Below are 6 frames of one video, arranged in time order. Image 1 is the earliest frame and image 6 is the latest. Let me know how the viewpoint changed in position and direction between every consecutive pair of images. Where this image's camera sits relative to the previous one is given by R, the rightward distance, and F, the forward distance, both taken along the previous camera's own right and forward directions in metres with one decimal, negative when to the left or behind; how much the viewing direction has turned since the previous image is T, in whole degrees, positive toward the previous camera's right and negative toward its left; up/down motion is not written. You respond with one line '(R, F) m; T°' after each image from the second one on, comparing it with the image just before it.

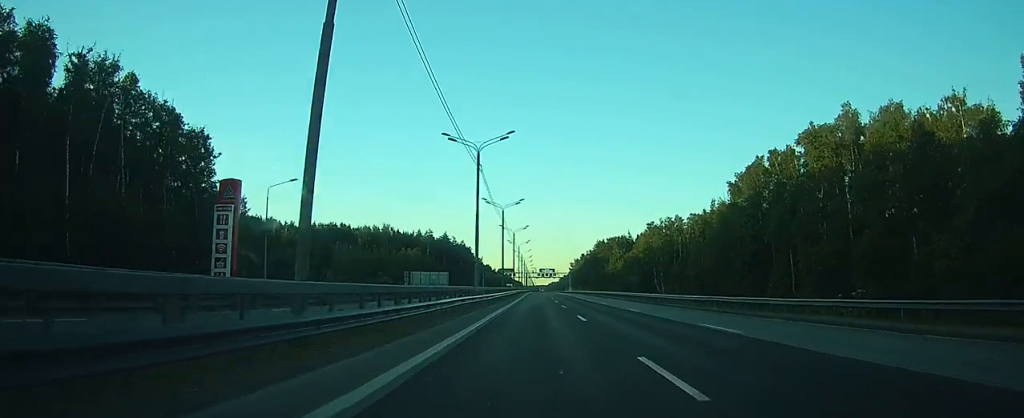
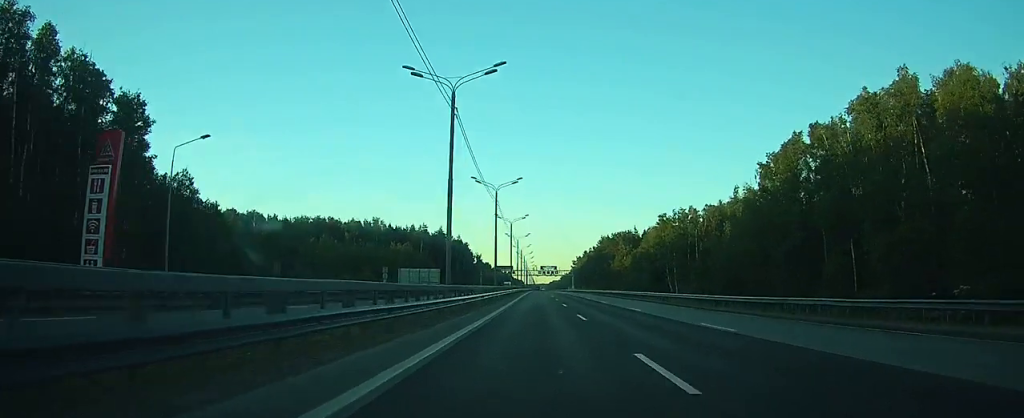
(0.0, +15.7) m; 0°
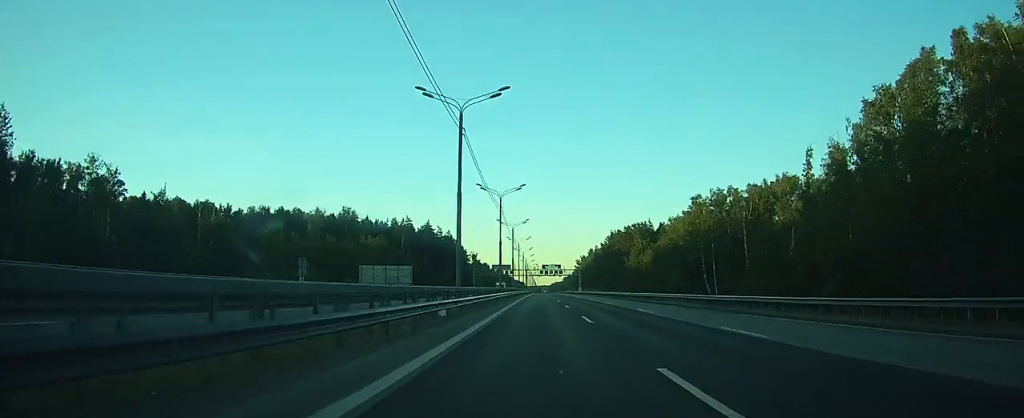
(-0.1, +33.6) m; 0°
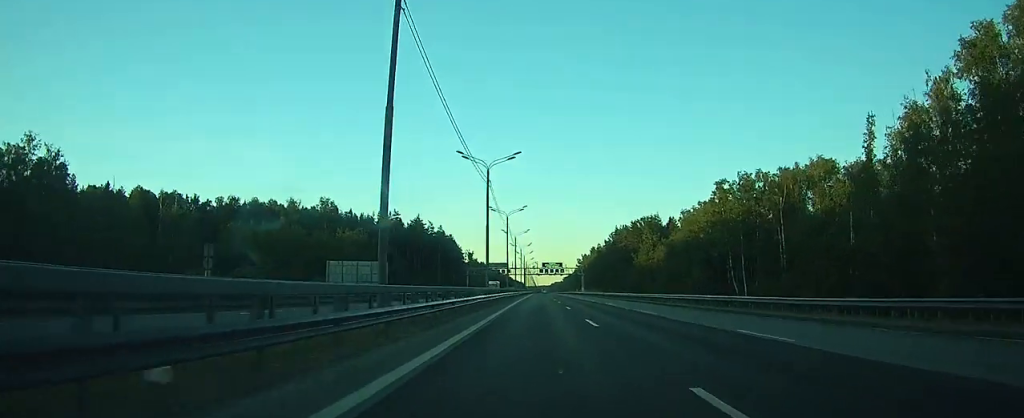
(0.0, +17.9) m; 0°
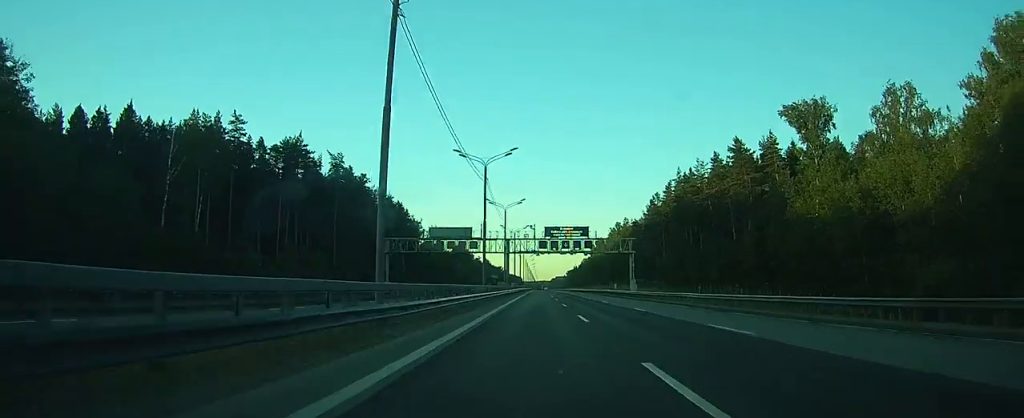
(-0.1, +108.9) m; 0°
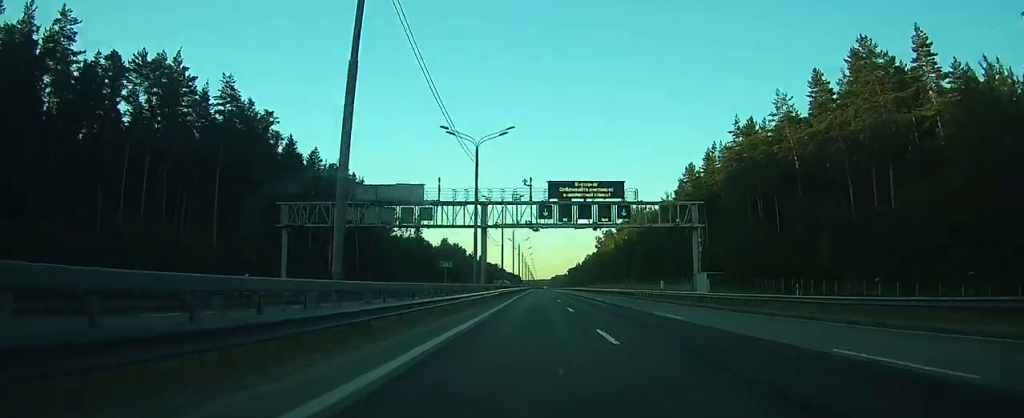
(+0.1, +40.6) m; 0°
